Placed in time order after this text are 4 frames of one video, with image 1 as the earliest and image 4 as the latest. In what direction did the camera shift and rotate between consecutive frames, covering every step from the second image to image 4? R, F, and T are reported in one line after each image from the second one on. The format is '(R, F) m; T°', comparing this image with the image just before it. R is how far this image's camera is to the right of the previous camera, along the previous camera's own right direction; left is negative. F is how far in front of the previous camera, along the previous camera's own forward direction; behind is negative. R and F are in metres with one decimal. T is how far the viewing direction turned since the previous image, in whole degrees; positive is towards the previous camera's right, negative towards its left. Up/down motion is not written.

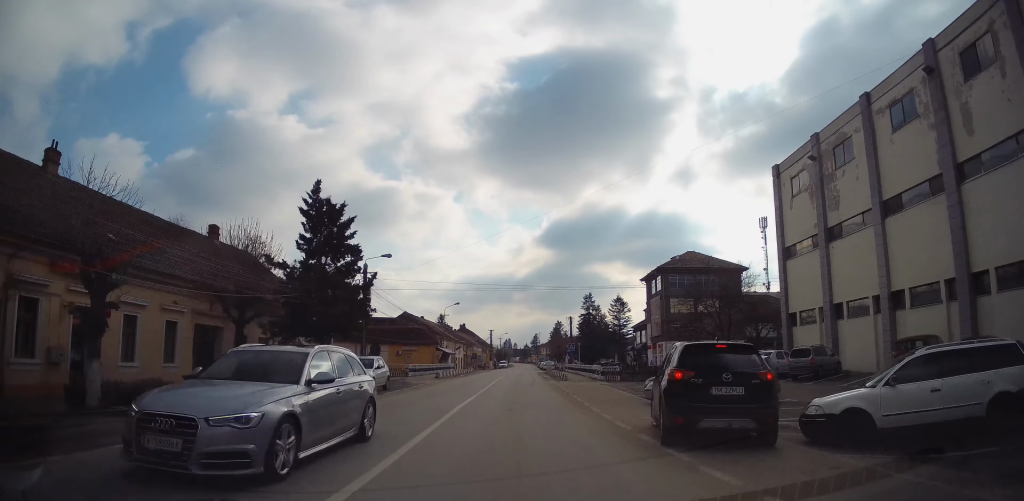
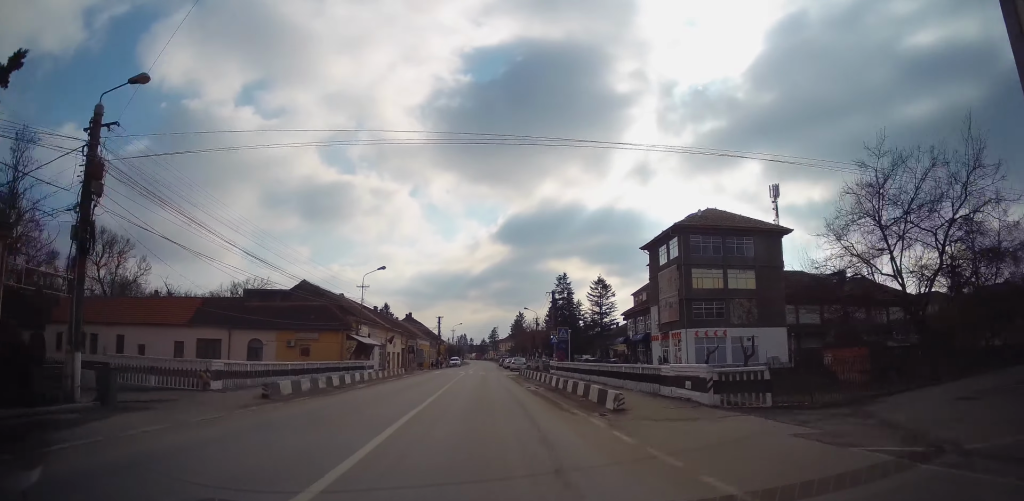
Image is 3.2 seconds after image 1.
(+0.9, +23.6) m; +5°
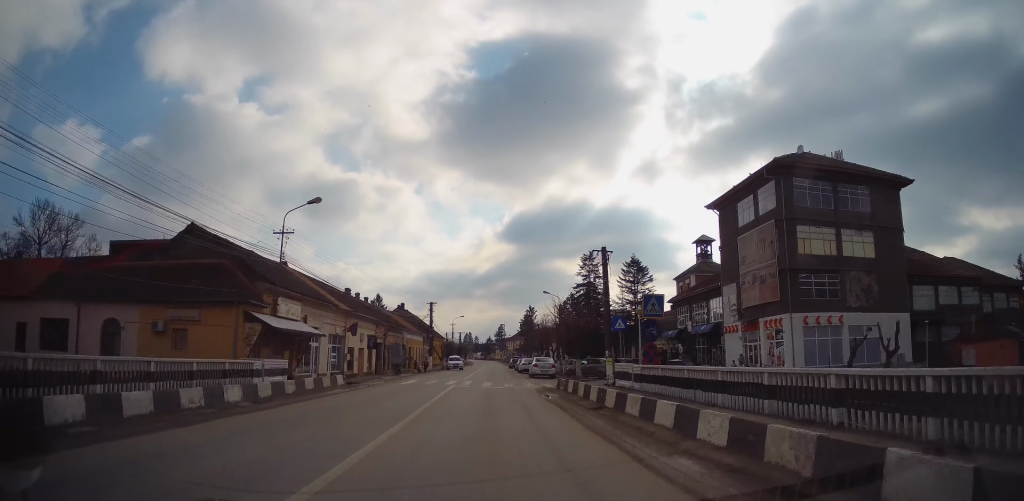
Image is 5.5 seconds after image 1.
(-0.3, +20.4) m; 0°
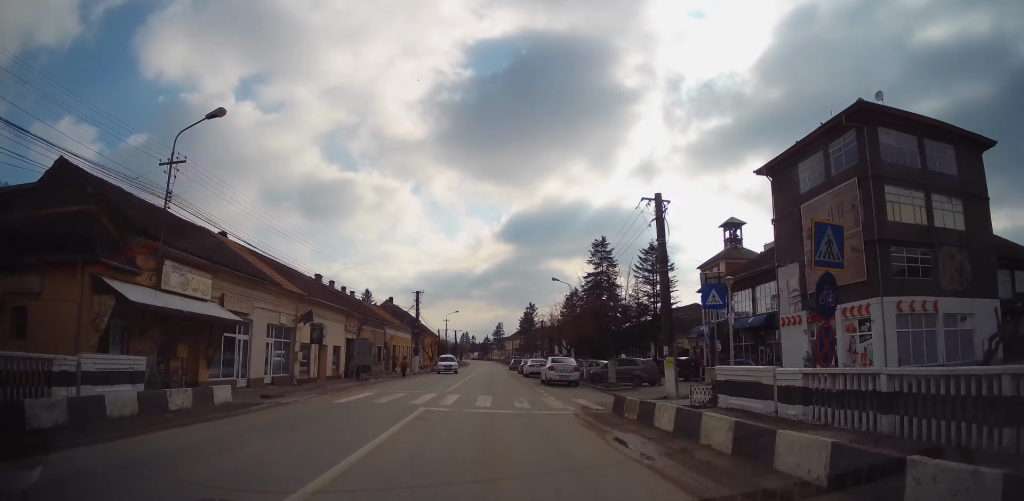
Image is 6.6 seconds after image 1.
(+0.2, +11.0) m; 0°
